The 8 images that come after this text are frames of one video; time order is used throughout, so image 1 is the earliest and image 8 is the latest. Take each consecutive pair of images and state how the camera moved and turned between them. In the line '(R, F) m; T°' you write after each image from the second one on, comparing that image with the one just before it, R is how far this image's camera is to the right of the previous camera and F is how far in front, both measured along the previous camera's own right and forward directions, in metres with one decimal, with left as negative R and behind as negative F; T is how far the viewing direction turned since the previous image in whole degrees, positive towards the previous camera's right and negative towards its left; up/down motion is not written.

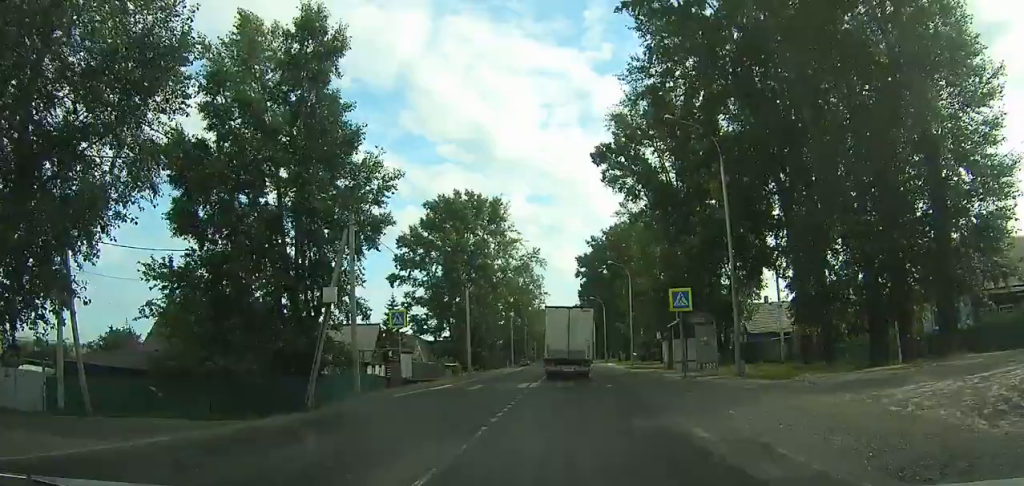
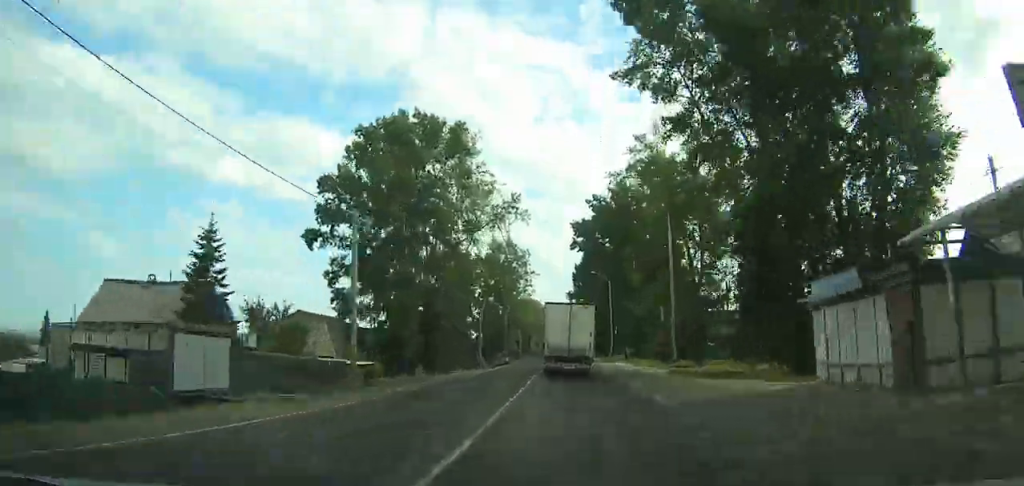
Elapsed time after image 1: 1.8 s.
(-0.4, +32.6) m; +2°
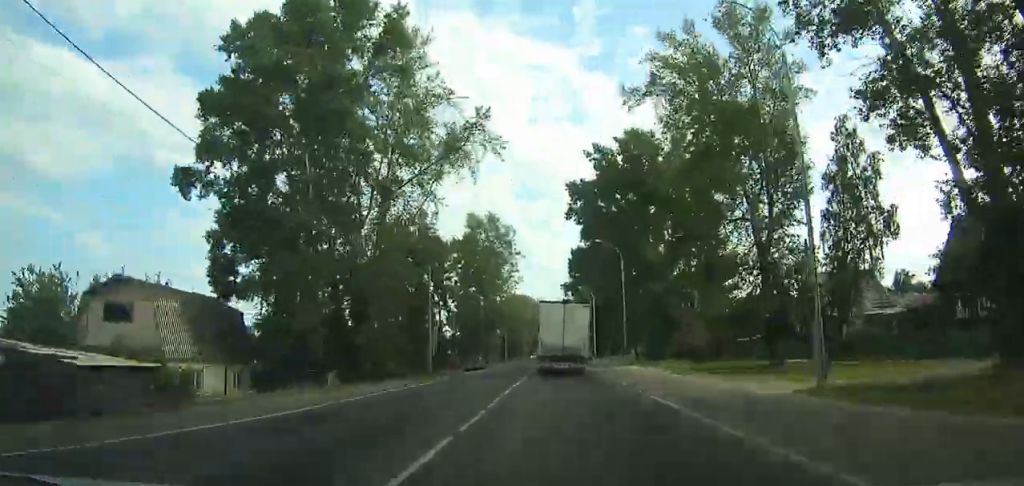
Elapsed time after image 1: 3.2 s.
(+1.0, +27.9) m; +5°
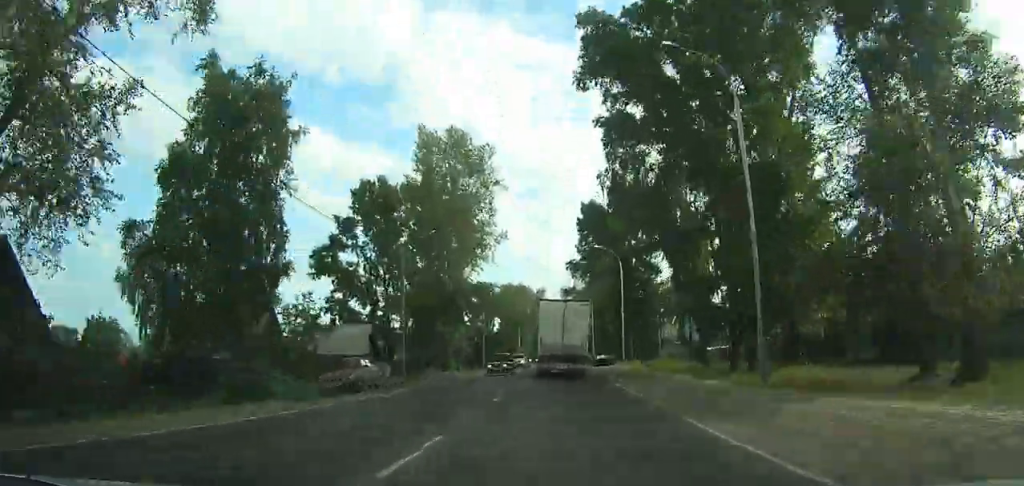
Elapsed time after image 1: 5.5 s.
(+2.7, +47.0) m; +14°
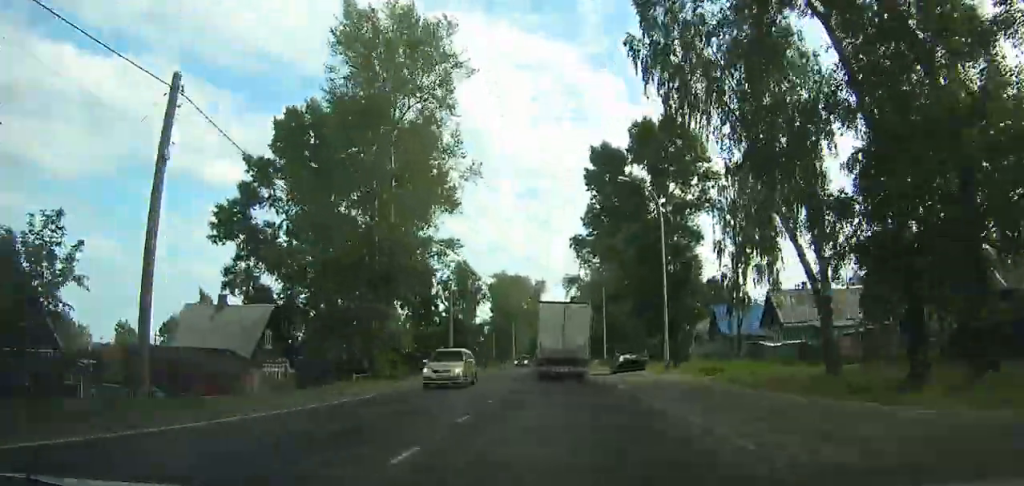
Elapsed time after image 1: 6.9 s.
(0.0, +30.8) m; +13°
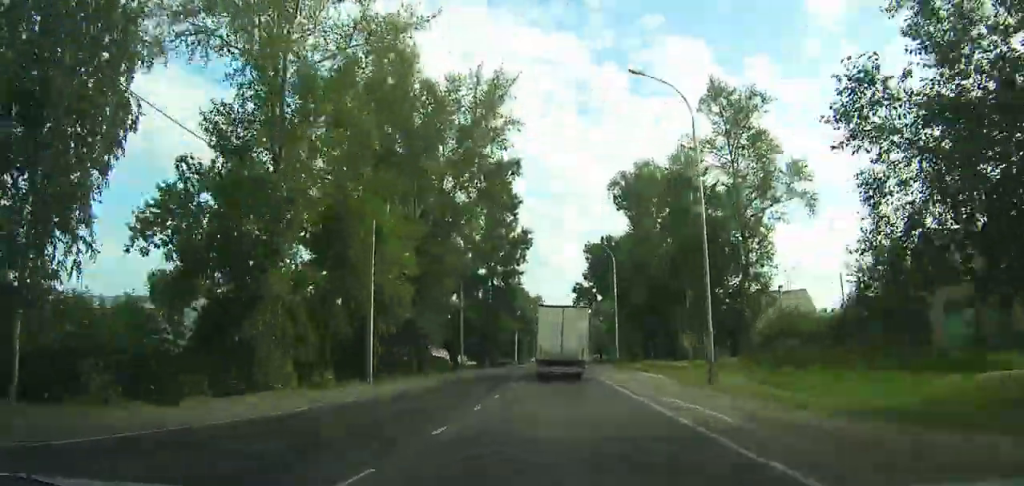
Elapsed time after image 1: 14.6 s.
(+30.6, +137.7) m; -2°
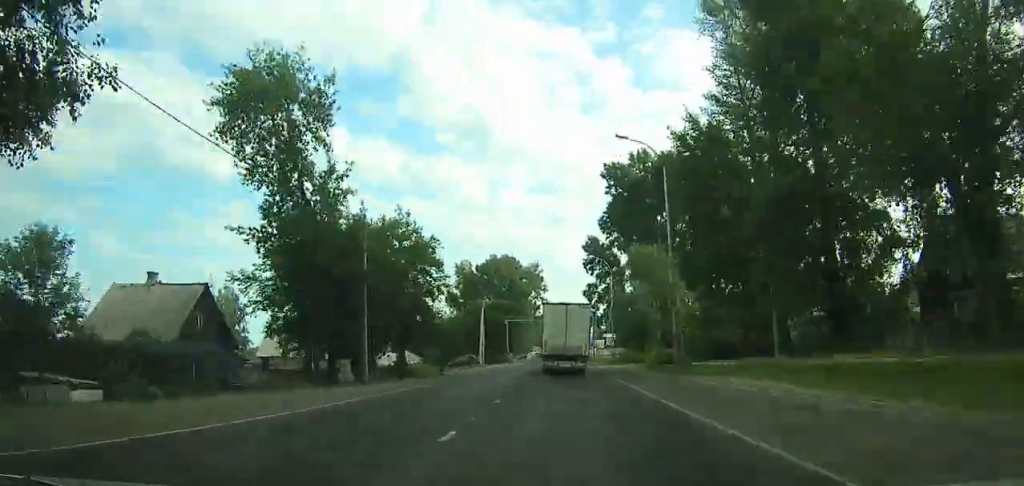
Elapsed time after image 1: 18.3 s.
(-4.0, +58.8) m; -4°
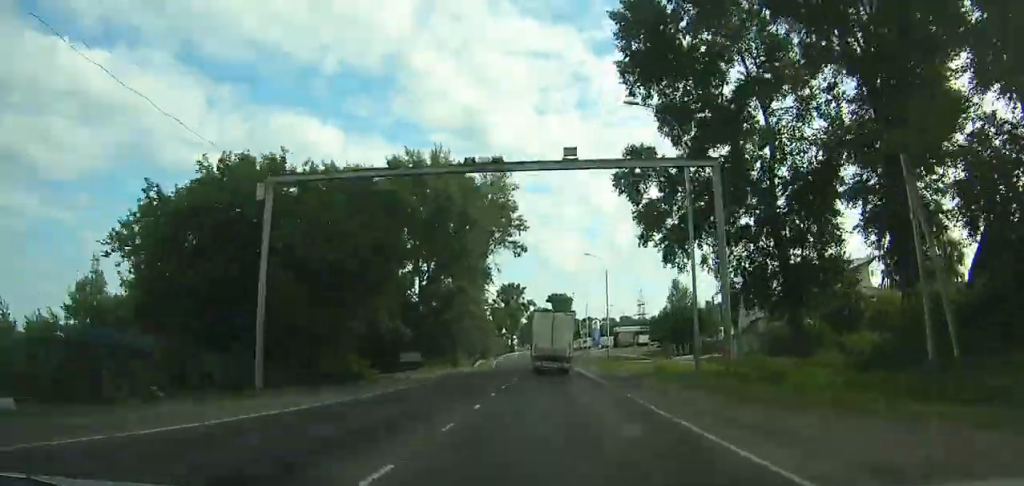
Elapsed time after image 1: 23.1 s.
(-4.0, +73.5) m; -6°
